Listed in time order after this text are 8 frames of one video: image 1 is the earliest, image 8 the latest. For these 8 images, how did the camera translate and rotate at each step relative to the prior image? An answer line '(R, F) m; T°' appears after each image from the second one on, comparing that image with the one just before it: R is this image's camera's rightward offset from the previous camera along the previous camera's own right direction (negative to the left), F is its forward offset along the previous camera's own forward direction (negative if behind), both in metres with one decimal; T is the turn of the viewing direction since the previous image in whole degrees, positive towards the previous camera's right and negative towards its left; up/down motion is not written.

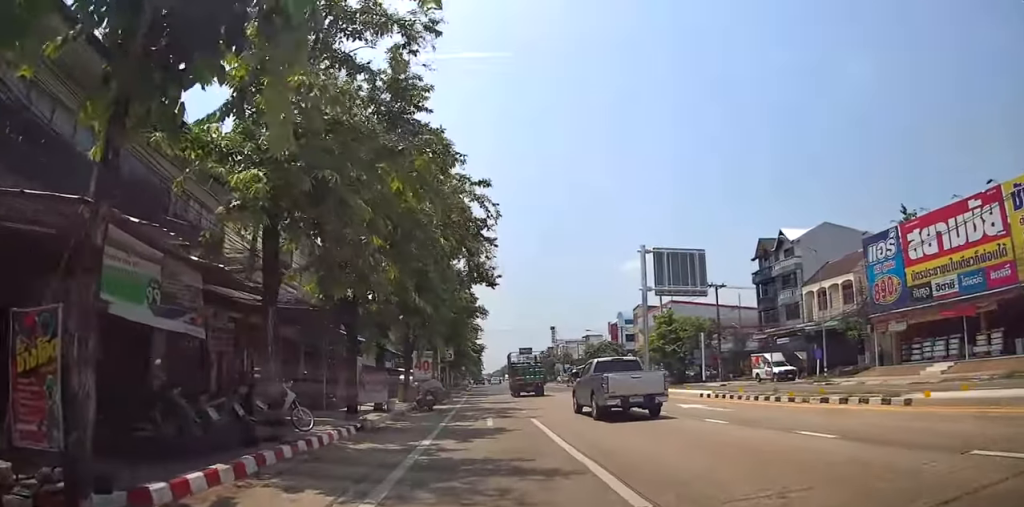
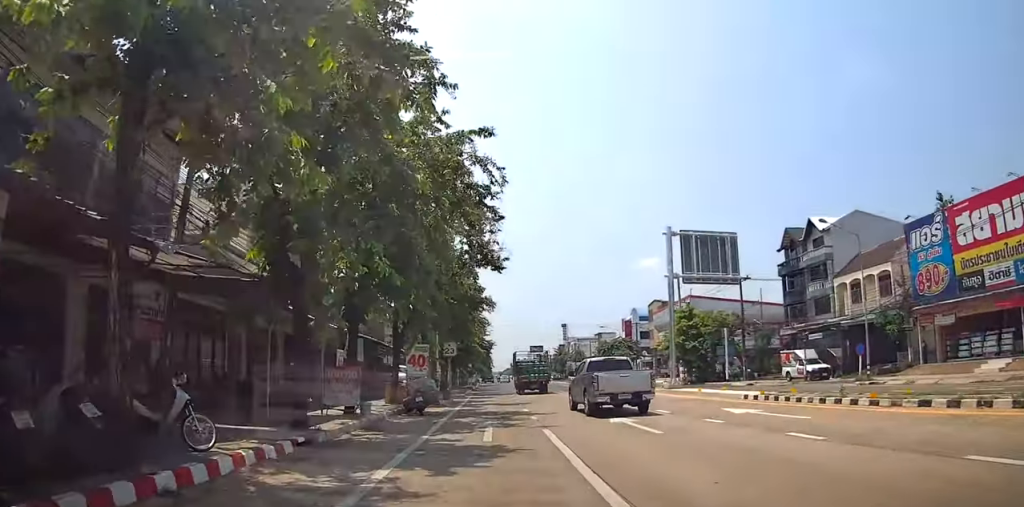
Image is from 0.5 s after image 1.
(+0.2, +4.0) m; -2°
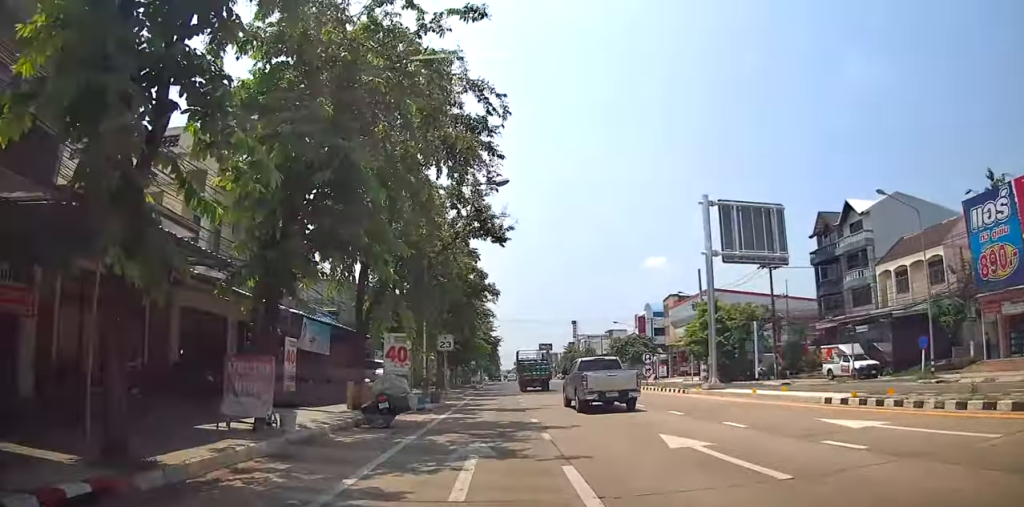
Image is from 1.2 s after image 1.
(+0.1, +5.1) m; -4°
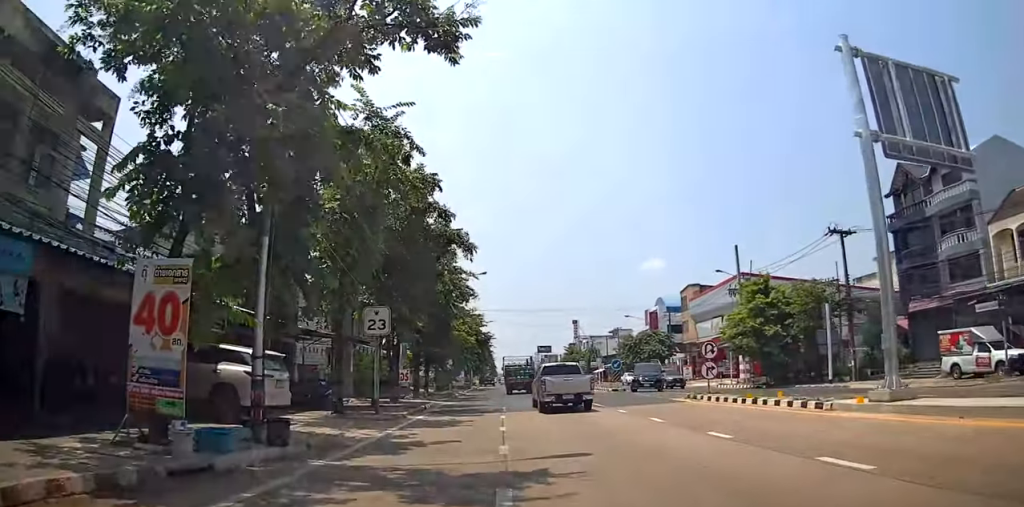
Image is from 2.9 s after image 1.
(-1.9, +12.8) m; -7°
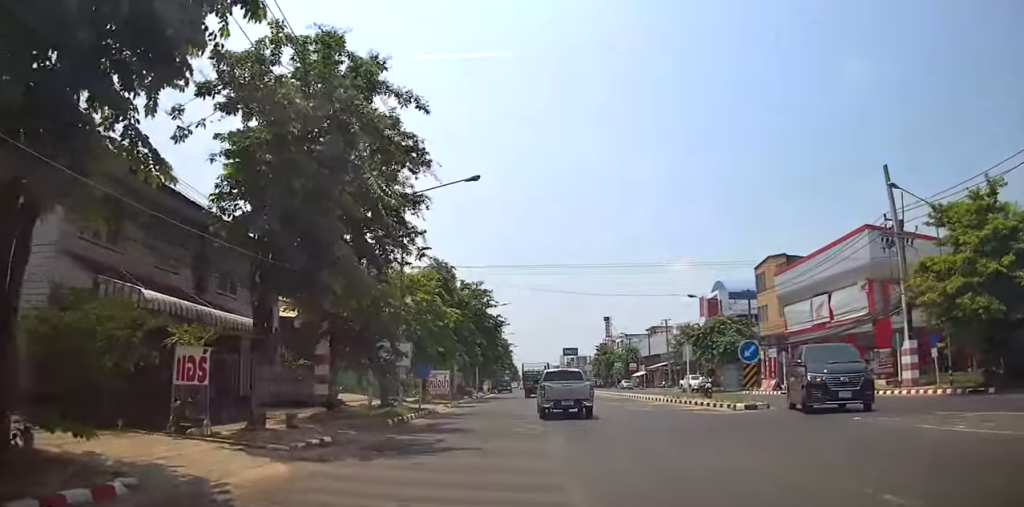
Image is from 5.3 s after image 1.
(+0.6, +20.4) m; -1°
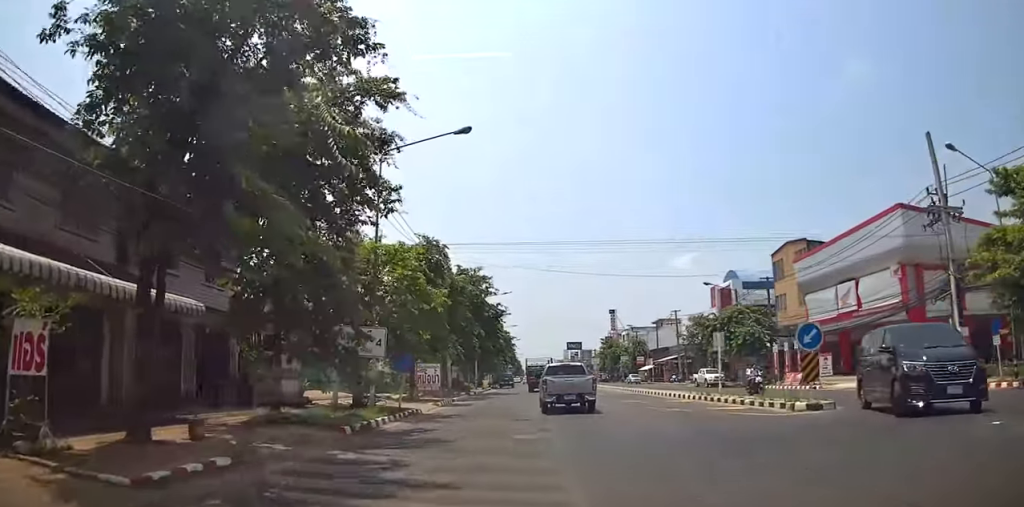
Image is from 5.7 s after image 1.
(-0.1, +3.9) m; 0°
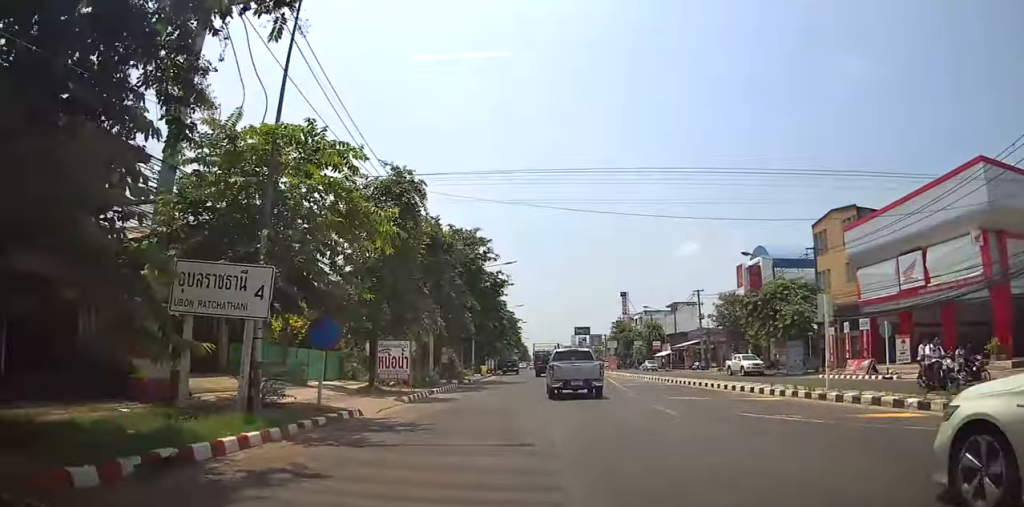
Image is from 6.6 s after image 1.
(0.0, +7.6) m; 0°
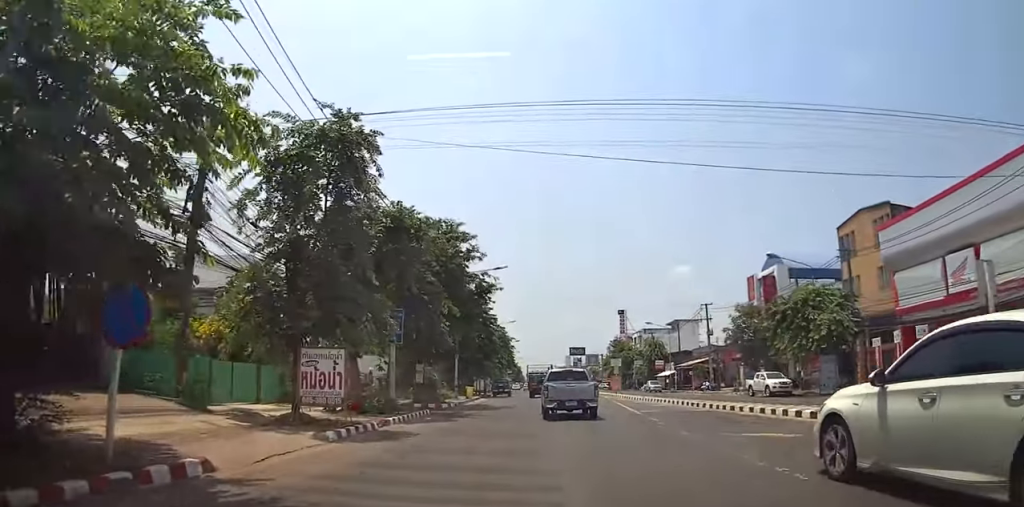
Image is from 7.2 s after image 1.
(0.0, +5.9) m; 0°
